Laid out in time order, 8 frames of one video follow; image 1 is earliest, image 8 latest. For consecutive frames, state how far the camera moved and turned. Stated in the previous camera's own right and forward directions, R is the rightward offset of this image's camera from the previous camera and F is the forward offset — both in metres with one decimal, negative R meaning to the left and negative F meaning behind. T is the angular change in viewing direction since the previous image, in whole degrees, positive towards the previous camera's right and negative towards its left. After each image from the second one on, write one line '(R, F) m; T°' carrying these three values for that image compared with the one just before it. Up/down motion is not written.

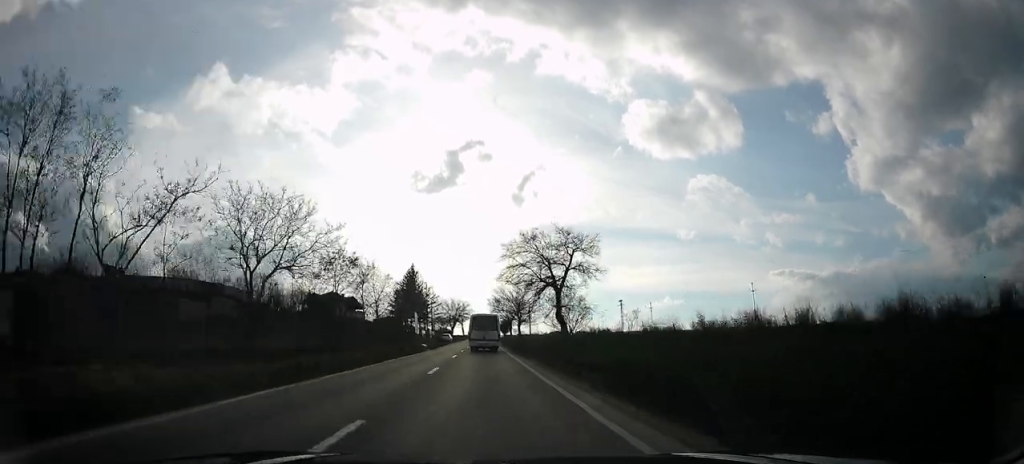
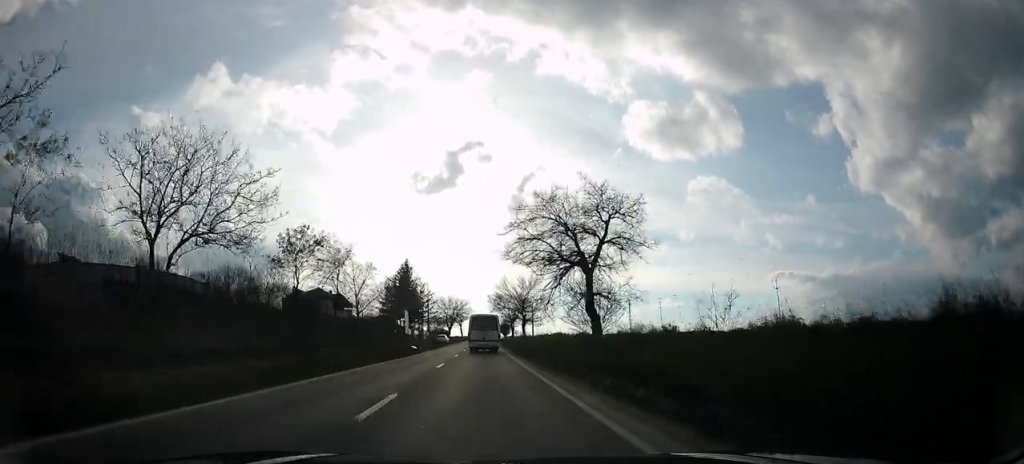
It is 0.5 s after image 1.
(0.0, +9.2) m; 0°
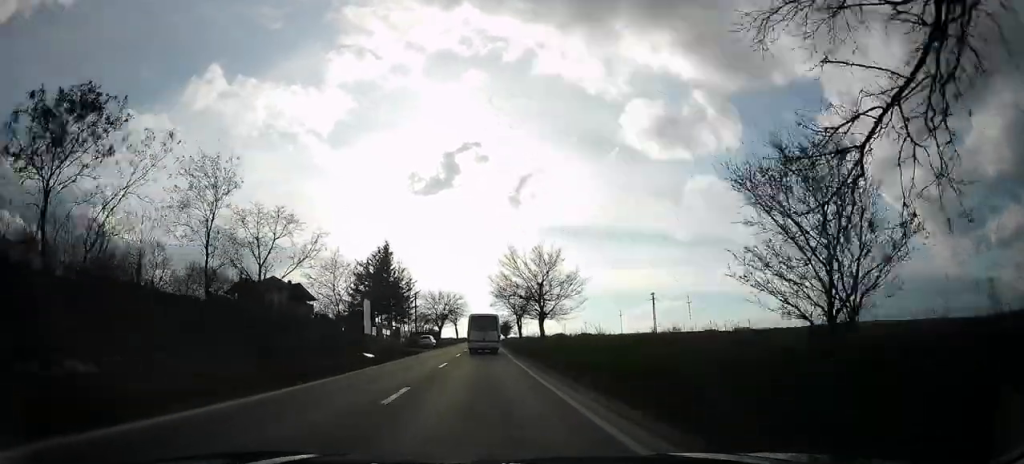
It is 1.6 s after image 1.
(0.0, +22.4) m; 0°
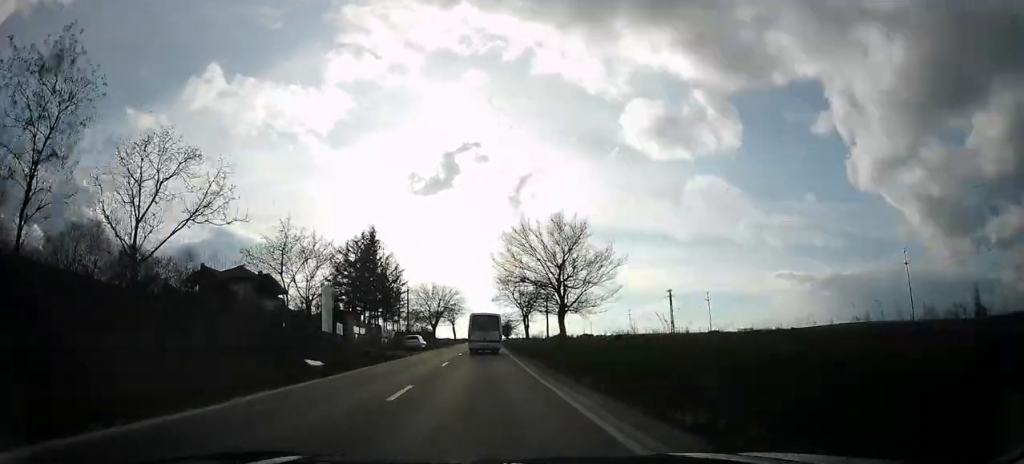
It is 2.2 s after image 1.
(0.0, +11.8) m; 0°
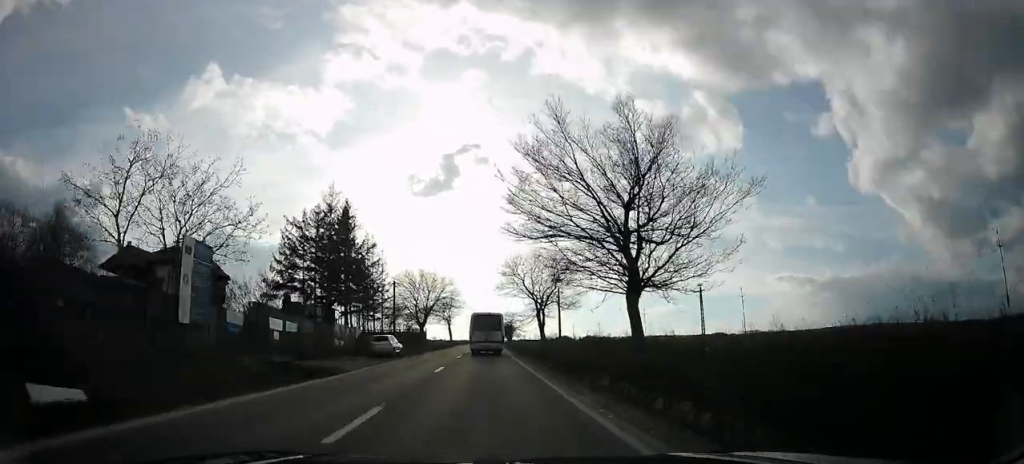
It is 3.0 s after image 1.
(0.0, +16.3) m; -1°
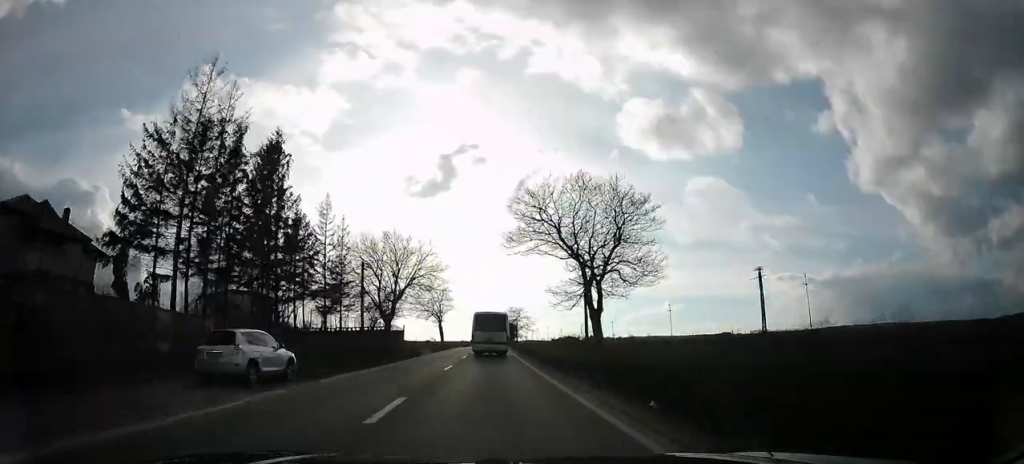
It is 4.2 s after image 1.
(-0.2, +22.2) m; 0°
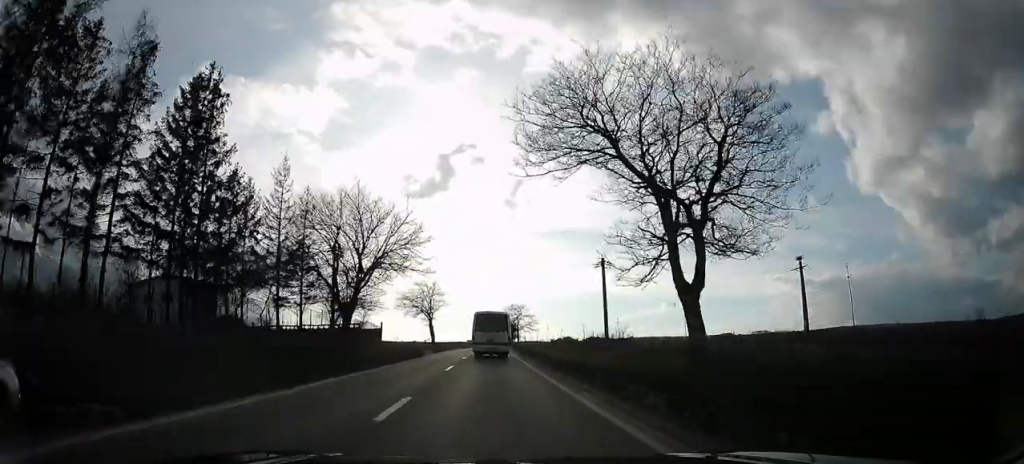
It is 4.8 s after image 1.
(+0.1, +11.5) m; +1°
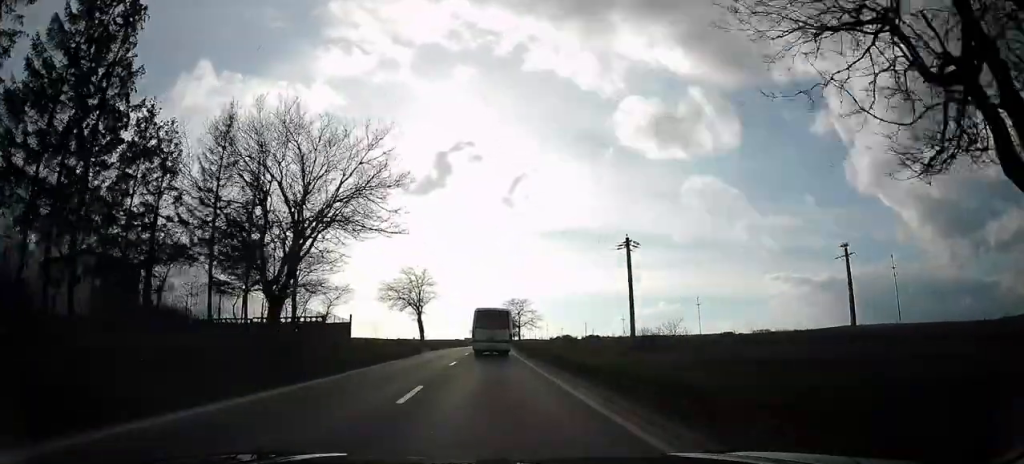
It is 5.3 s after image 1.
(0.0, +10.2) m; +2°
